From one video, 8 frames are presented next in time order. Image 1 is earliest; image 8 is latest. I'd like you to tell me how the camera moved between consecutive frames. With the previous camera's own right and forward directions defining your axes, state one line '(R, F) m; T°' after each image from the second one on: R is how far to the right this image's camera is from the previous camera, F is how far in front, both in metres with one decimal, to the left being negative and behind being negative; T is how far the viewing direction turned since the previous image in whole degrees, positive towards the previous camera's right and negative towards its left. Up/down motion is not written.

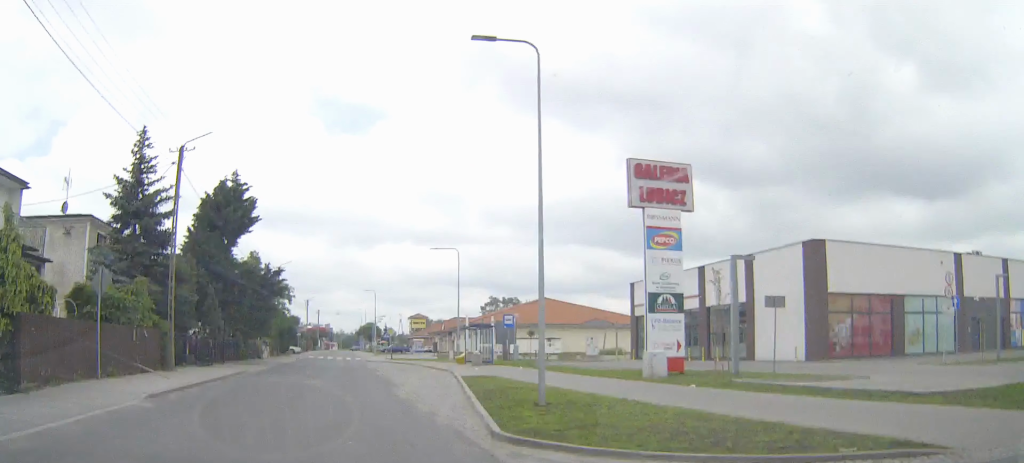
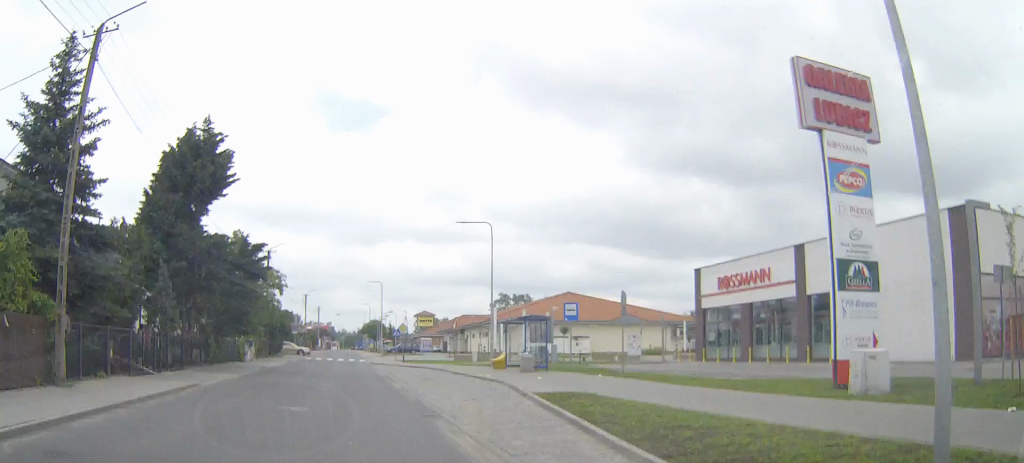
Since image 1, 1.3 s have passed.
(-0.1, +11.4) m; -1°
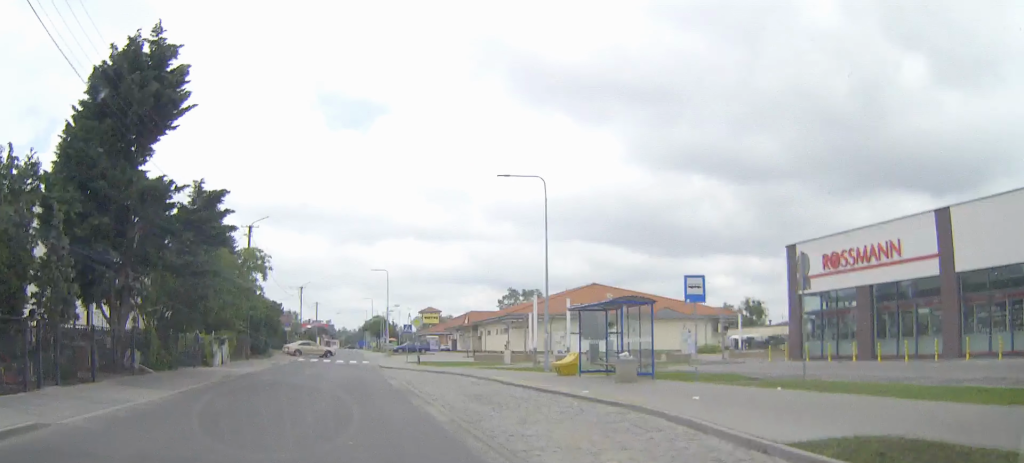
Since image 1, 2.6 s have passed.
(0.0, +11.1) m; 0°
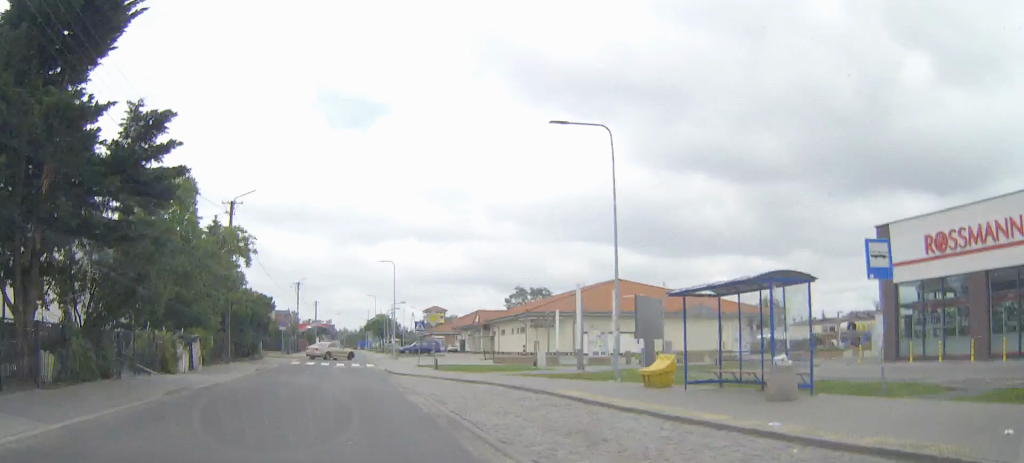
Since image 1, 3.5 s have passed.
(0.0, +7.9) m; 0°
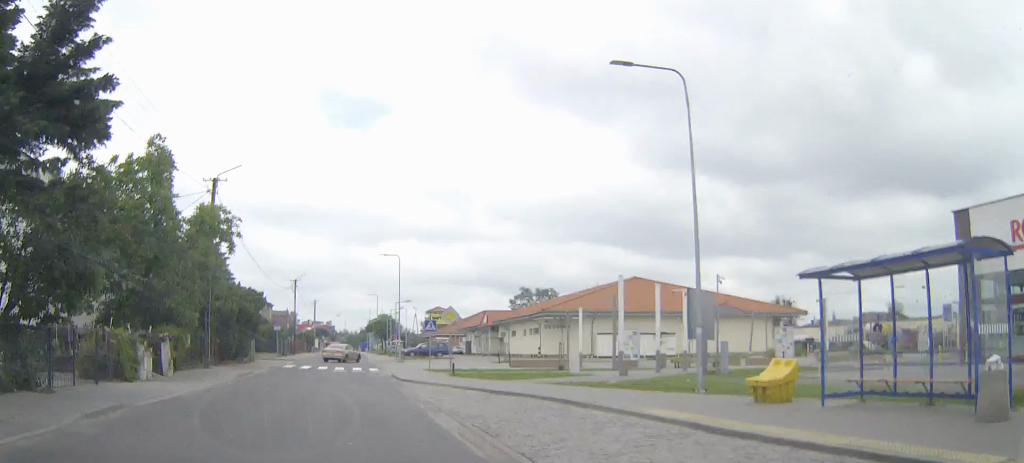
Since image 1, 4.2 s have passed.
(0.0, +5.5) m; 0°
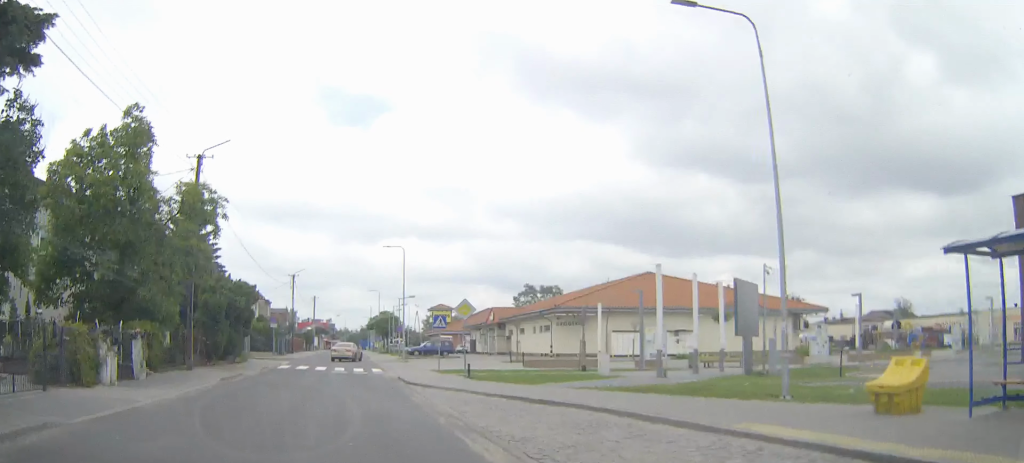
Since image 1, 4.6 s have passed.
(0.0, +3.8) m; 0°
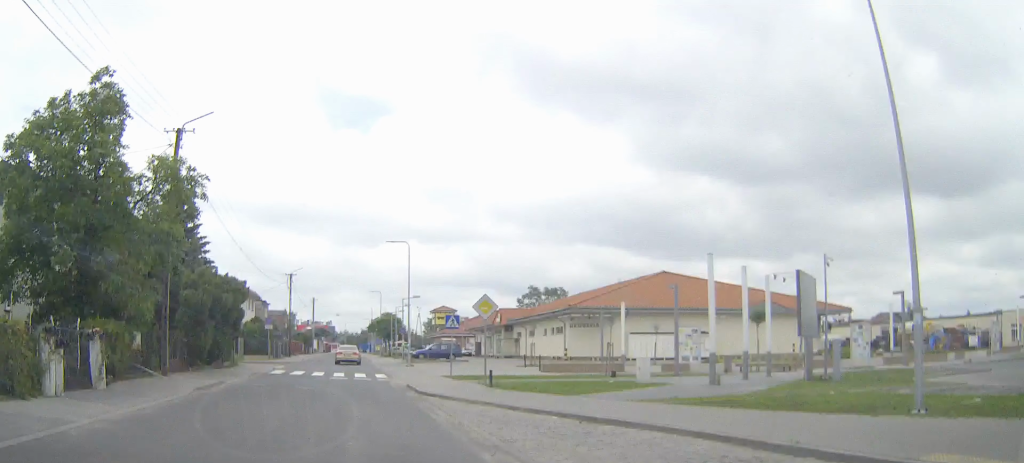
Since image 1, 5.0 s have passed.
(0.0, +3.9) m; 0°
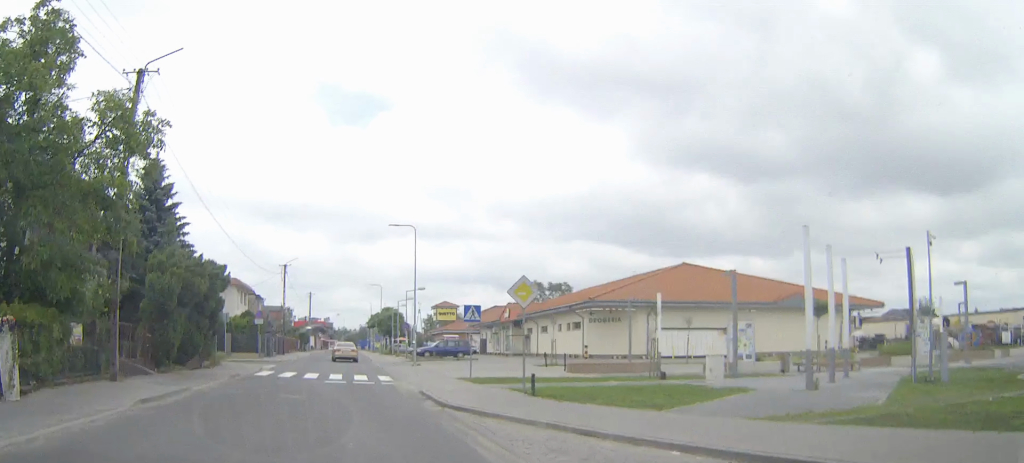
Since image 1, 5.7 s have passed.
(0.0, +5.6) m; 0°
